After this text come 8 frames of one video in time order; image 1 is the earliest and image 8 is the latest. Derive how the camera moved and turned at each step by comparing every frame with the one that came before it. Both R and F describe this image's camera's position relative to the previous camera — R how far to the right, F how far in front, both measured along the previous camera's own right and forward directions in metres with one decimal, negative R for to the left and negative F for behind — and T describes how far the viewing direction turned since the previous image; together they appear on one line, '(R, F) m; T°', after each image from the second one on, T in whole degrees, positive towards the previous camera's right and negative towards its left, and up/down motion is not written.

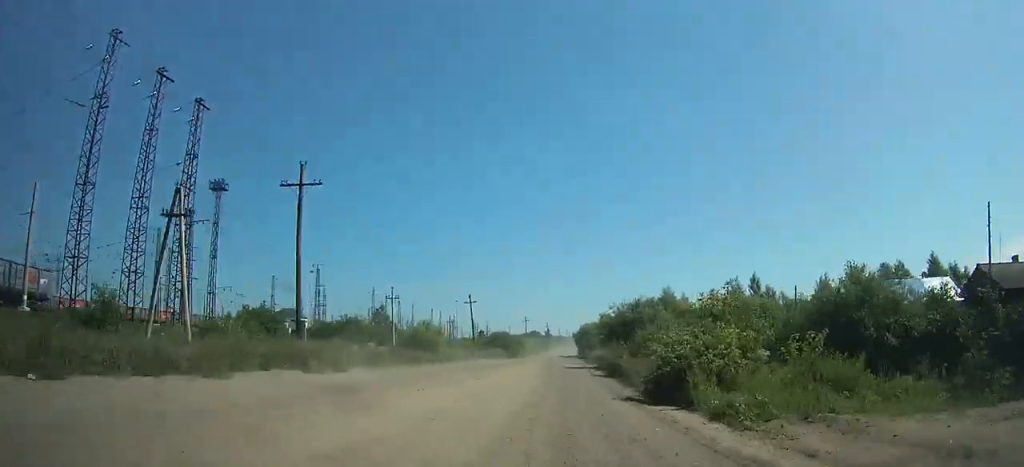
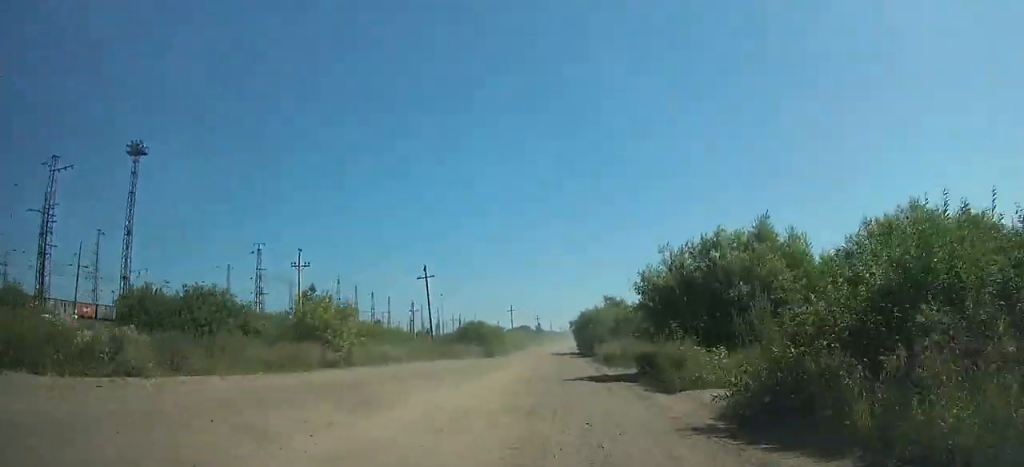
(+0.4, +22.4) m; +1°
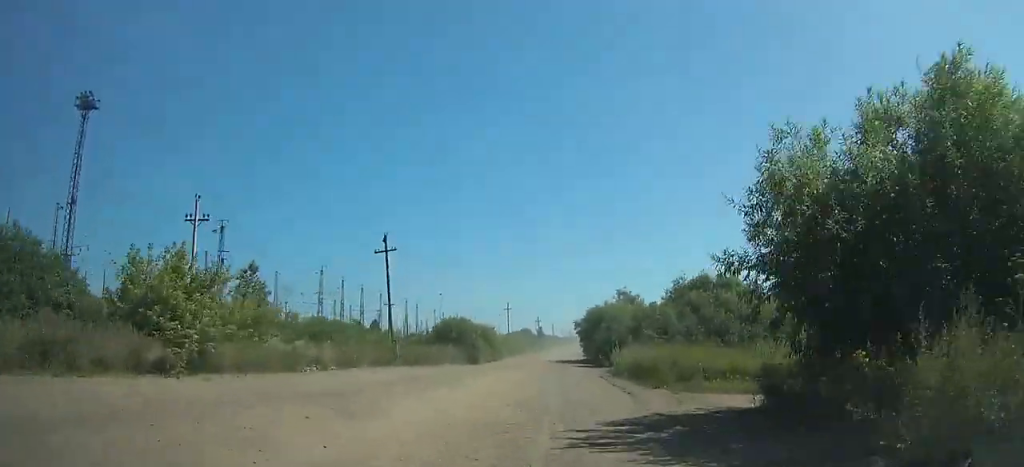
(0.0, +12.4) m; 0°
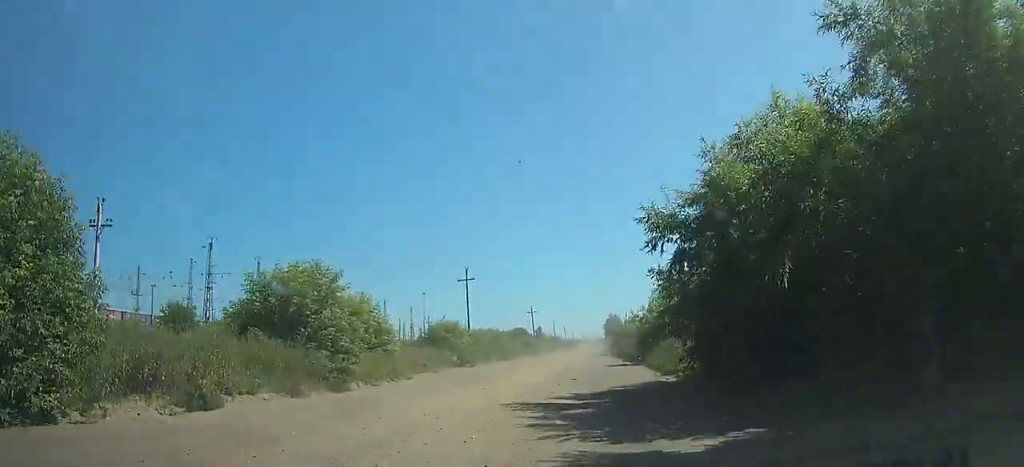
(+0.4, +48.7) m; 0°
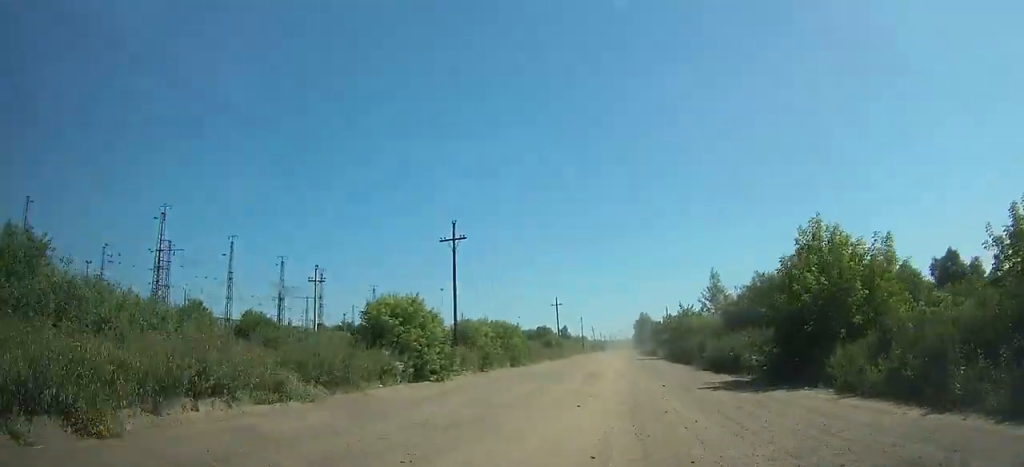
(-0.1, +22.8) m; +1°
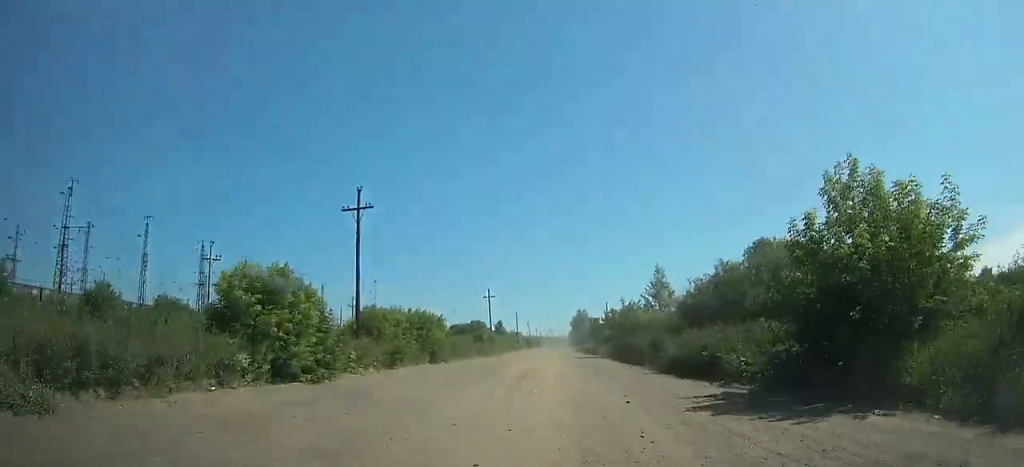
(+0.1, +5.9) m; +1°
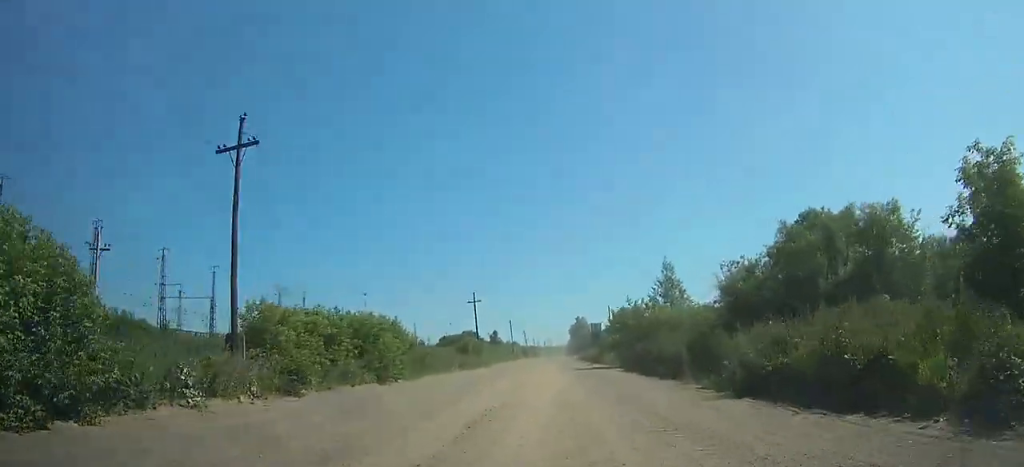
(+0.1, +10.0) m; +1°
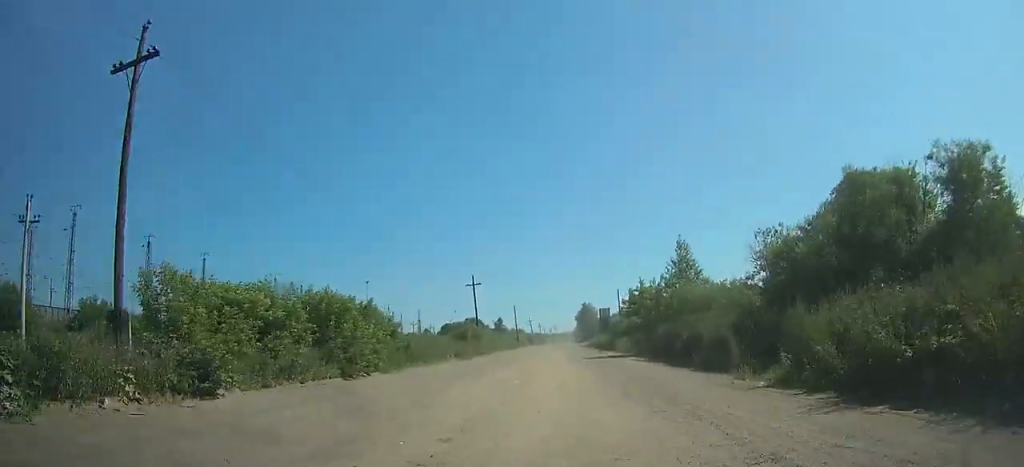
(0.0, +5.6) m; 0°
